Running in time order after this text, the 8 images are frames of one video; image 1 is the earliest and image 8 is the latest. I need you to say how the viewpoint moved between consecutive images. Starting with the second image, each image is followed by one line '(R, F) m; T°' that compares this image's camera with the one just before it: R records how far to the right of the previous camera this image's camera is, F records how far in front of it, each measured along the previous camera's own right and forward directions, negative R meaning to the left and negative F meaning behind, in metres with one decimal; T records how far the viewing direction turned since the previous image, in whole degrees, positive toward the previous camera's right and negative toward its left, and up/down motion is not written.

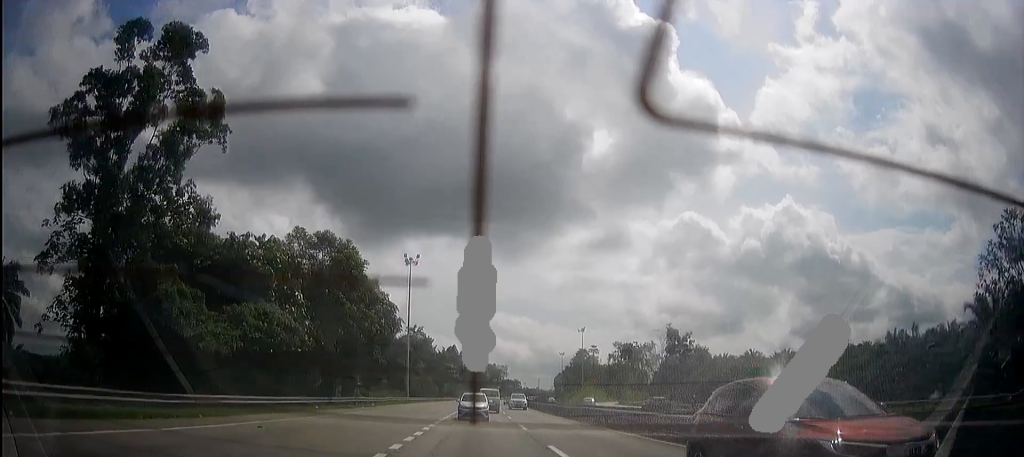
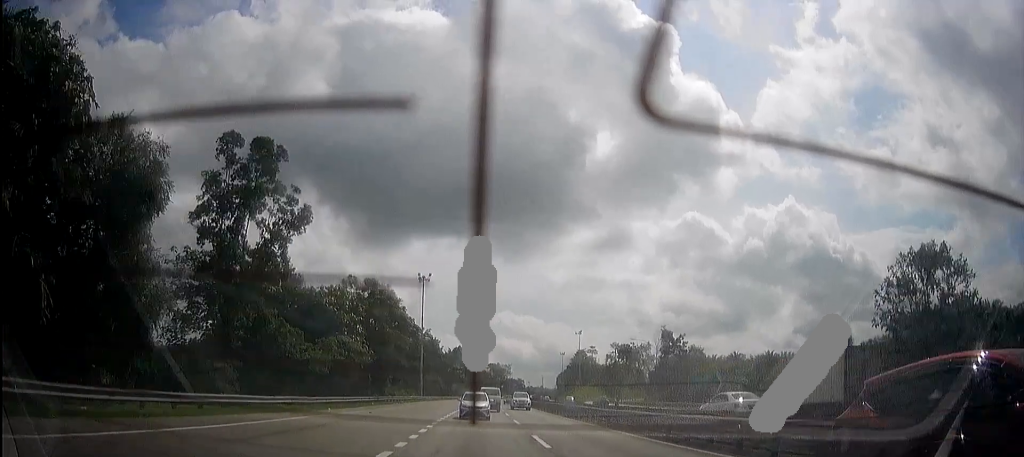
(+0.1, +16.3) m; 0°
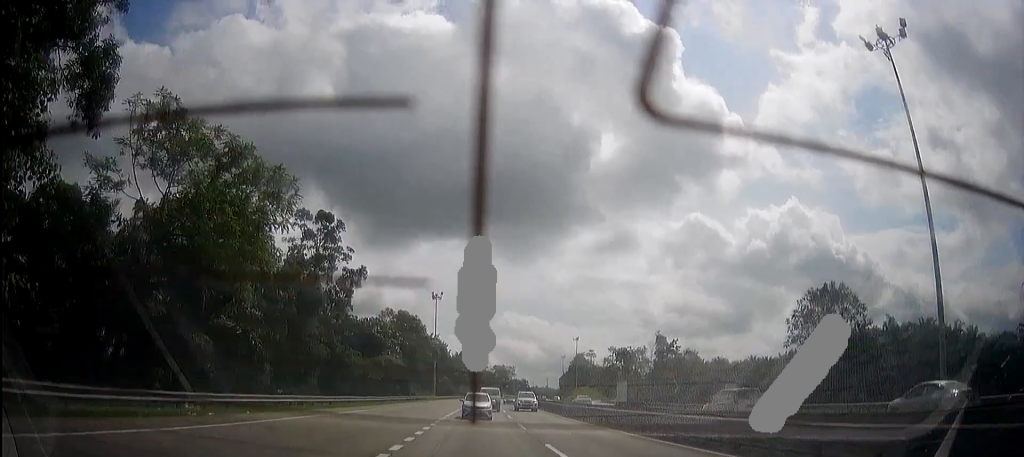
(+0.1, +20.1) m; +1°
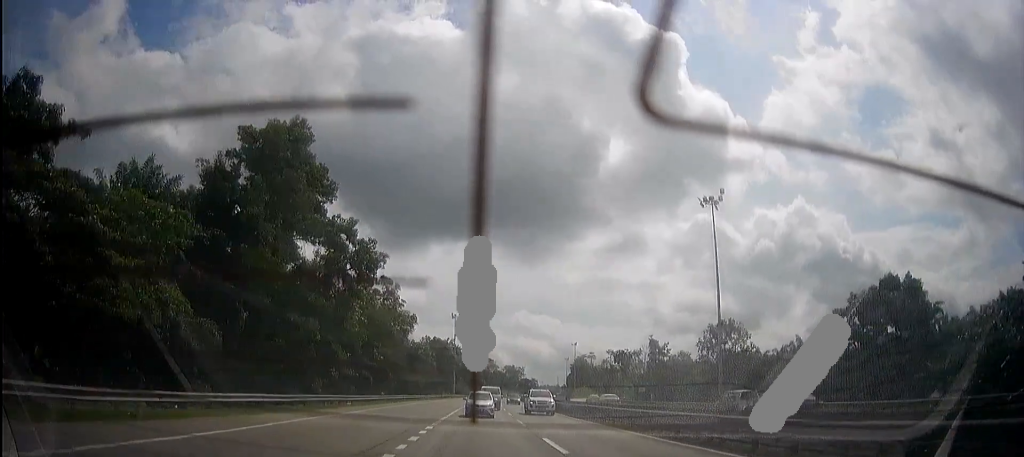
(+0.3, +36.6) m; +1°
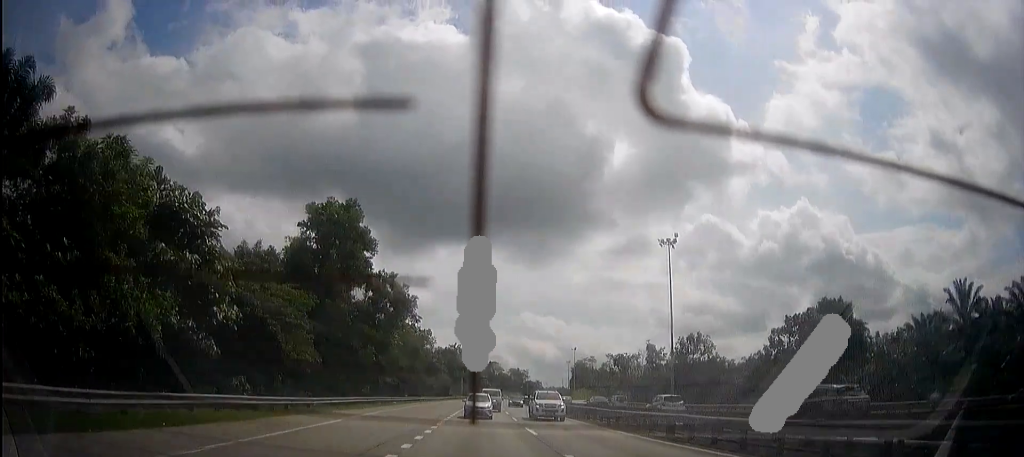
(+0.1, +20.3) m; +1°
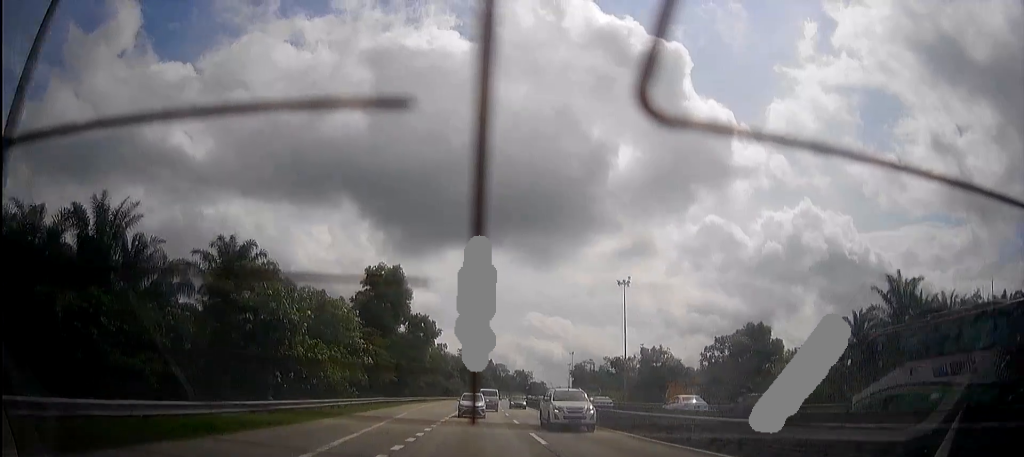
(+0.3, +31.9) m; +1°
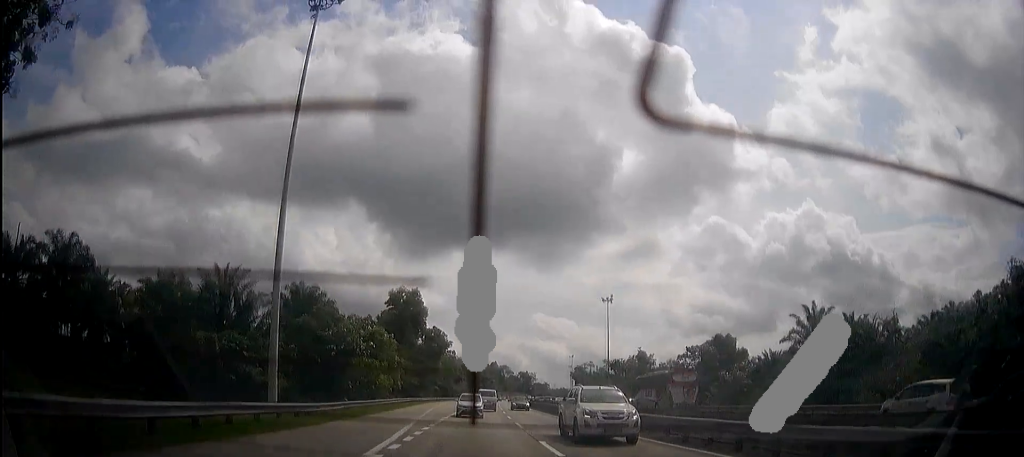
(+0.1, +20.3) m; +1°
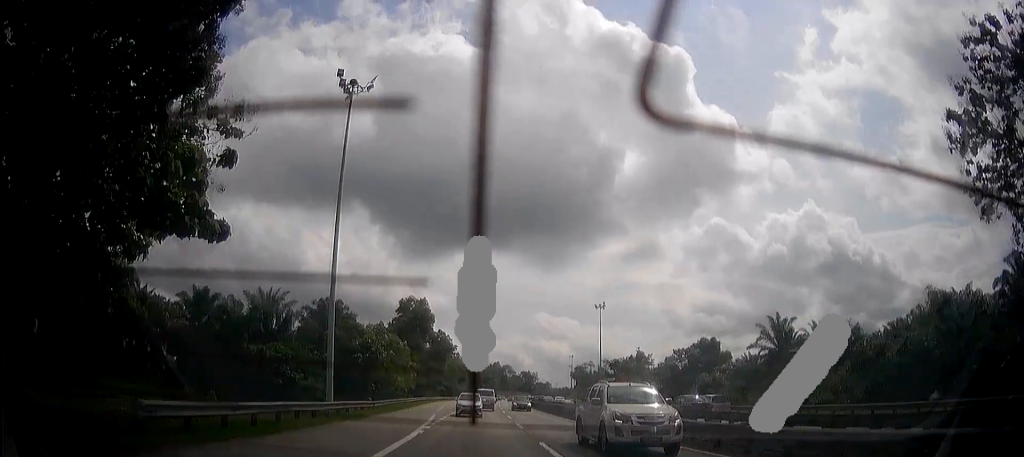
(+0.1, +12.6) m; 0°
